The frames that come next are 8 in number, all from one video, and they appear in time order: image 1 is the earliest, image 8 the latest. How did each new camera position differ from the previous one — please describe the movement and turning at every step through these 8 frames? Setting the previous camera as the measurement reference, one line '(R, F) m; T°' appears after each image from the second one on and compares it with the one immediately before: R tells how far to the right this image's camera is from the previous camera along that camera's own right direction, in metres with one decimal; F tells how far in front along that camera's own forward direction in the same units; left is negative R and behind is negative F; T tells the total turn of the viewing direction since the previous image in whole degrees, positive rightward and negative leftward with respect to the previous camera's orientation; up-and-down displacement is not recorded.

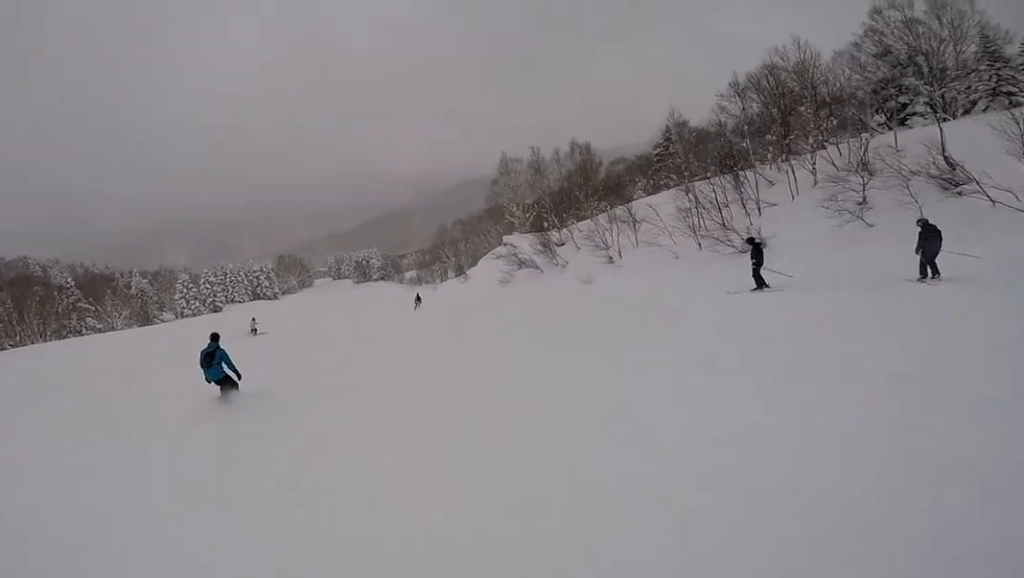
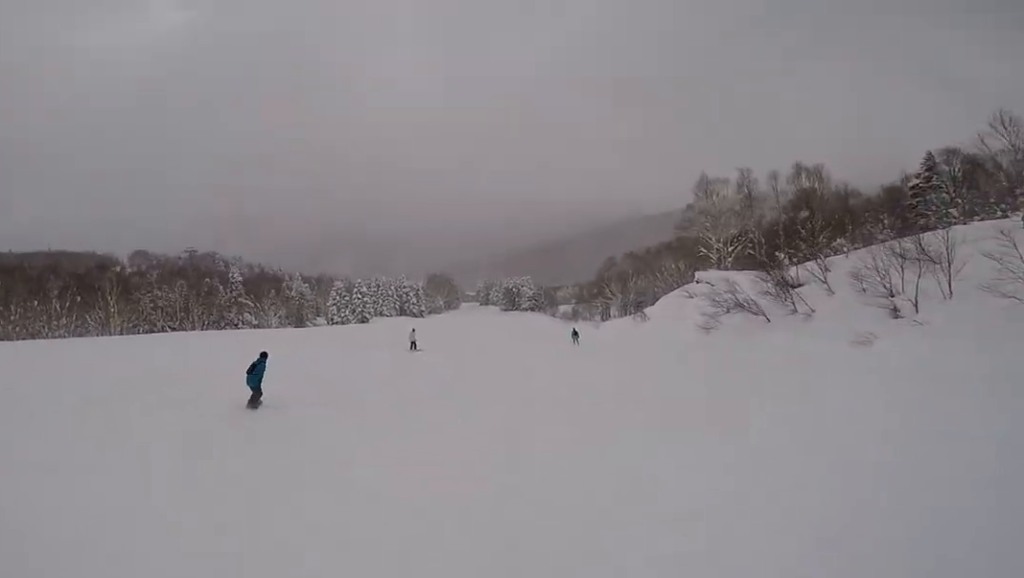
(+0.2, +6.8) m; +4°
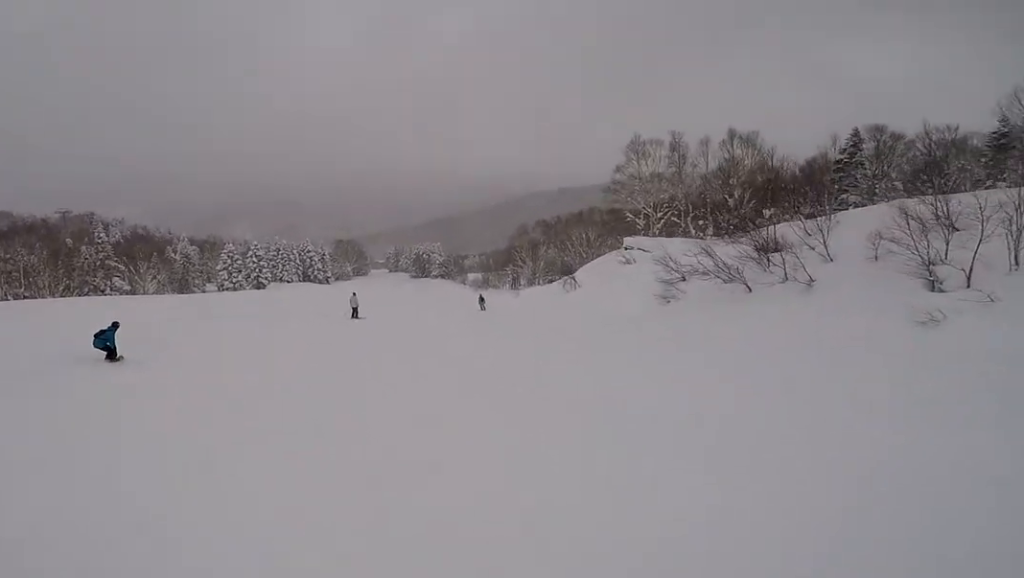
(+0.8, +7.2) m; -2°
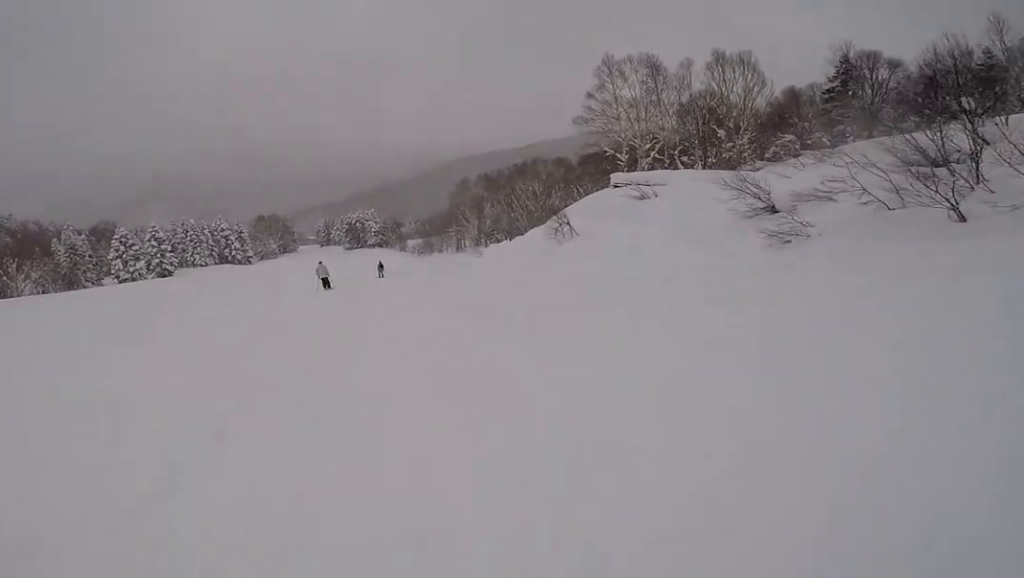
(-1.7, +10.5) m; -10°
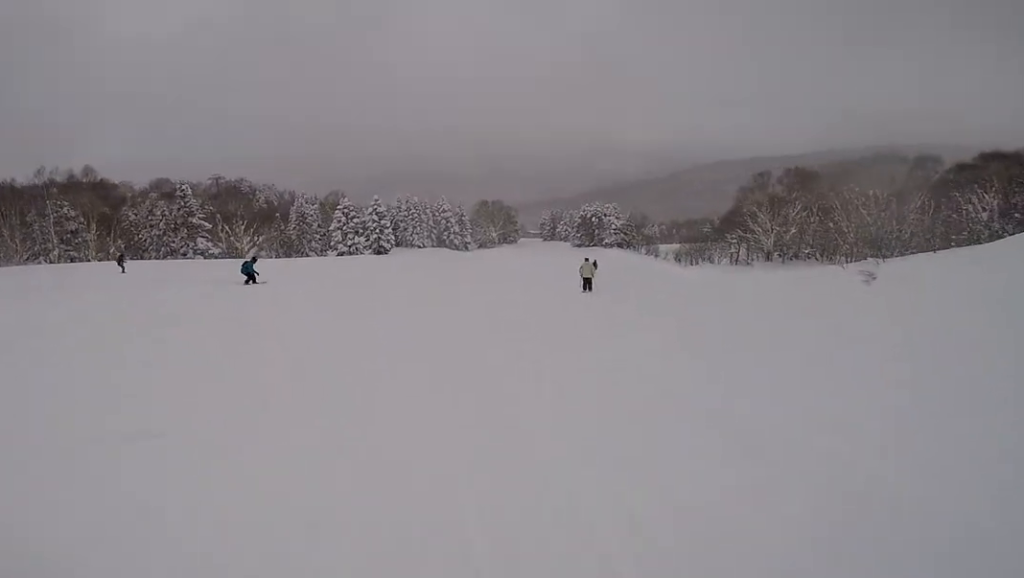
(0.0, +13.0) m; +2°
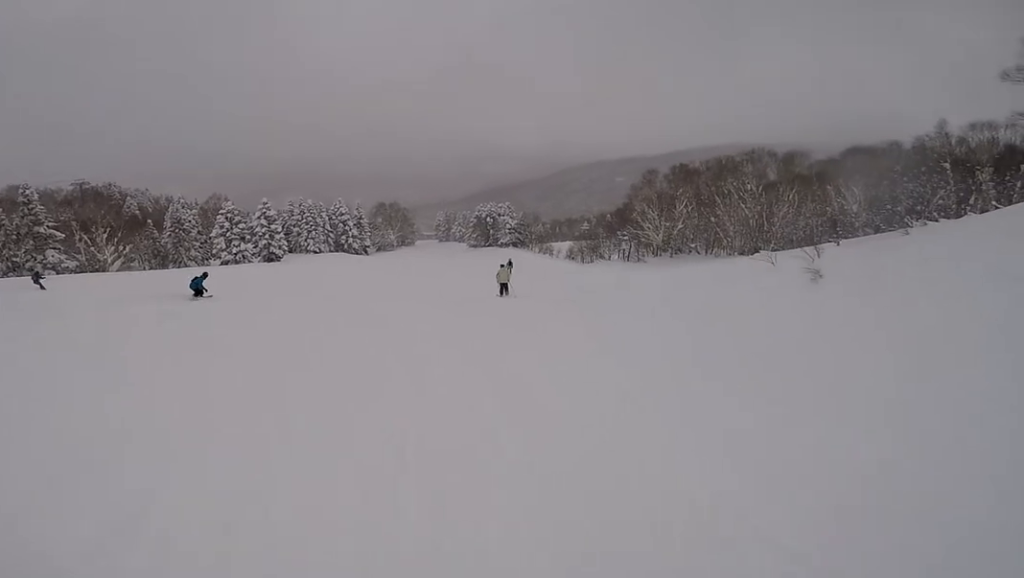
(+0.1, +4.9) m; +4°
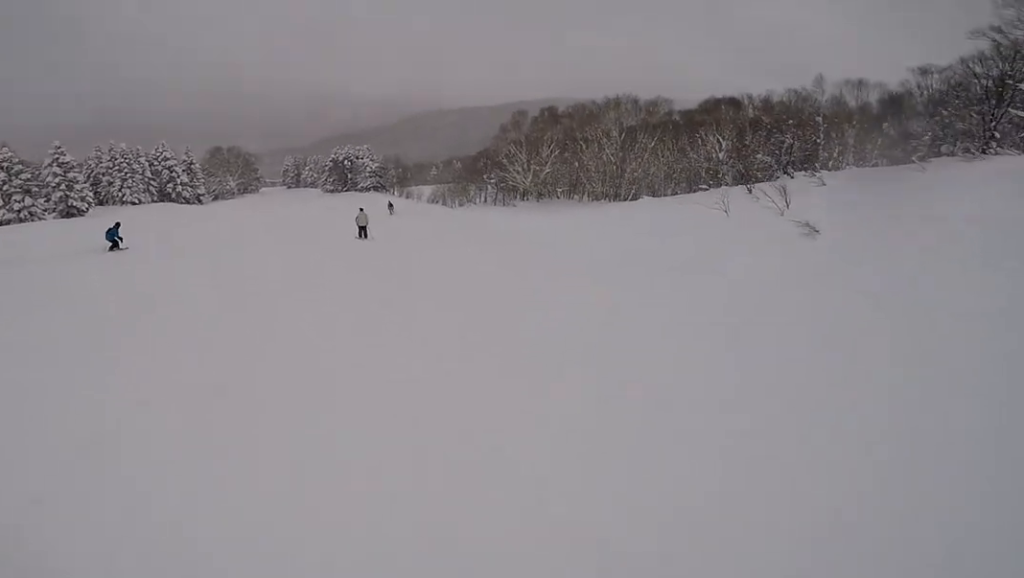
(+0.4, +8.2) m; +3°
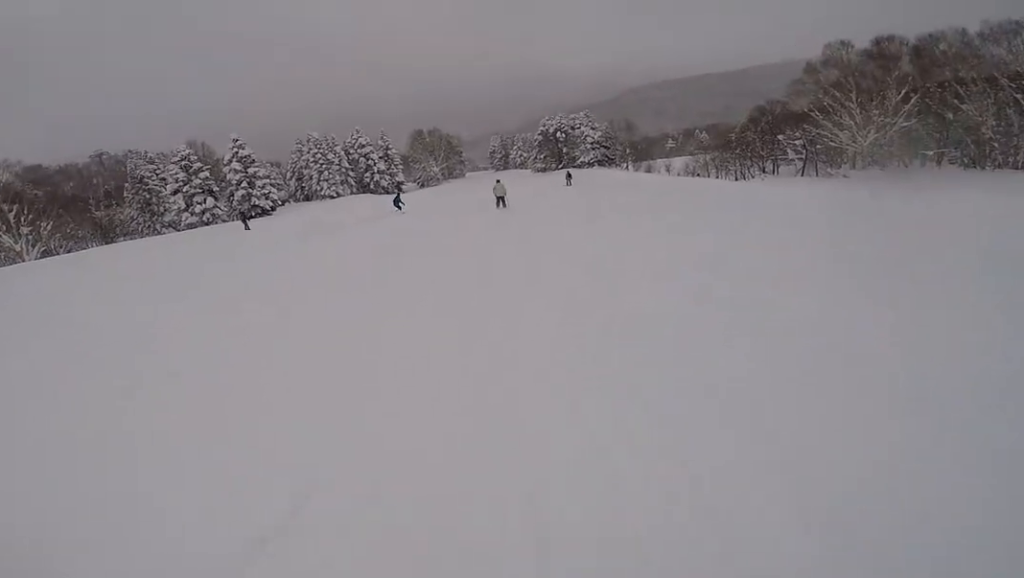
(-2.4, +14.2) m; -16°
